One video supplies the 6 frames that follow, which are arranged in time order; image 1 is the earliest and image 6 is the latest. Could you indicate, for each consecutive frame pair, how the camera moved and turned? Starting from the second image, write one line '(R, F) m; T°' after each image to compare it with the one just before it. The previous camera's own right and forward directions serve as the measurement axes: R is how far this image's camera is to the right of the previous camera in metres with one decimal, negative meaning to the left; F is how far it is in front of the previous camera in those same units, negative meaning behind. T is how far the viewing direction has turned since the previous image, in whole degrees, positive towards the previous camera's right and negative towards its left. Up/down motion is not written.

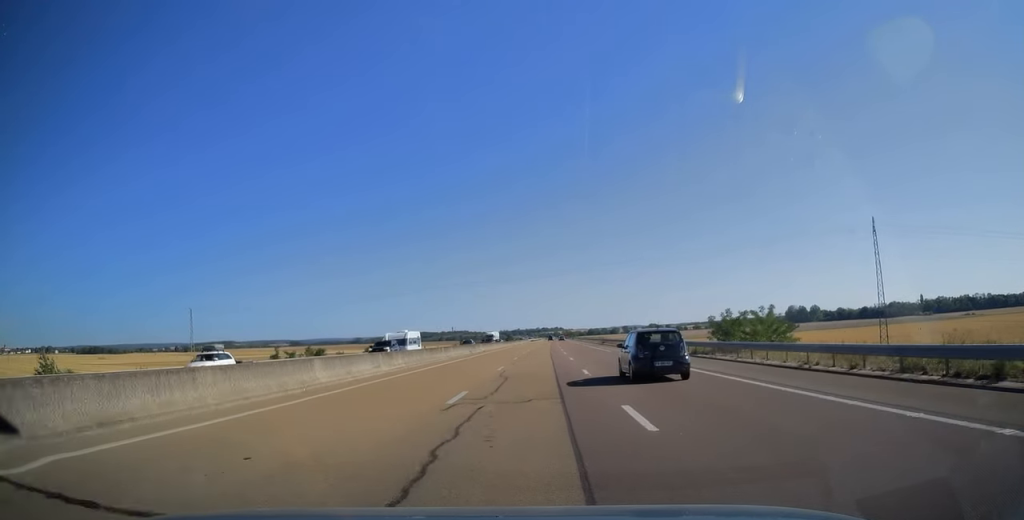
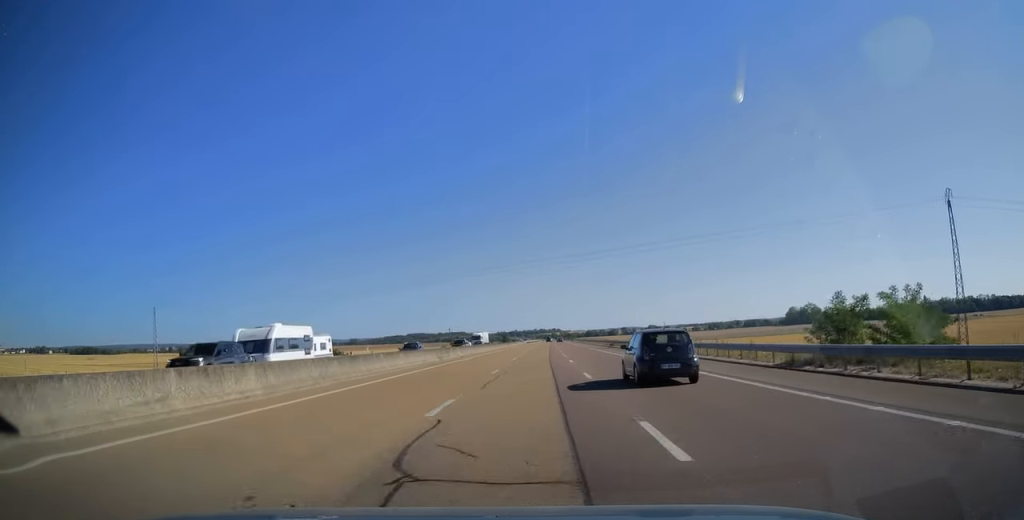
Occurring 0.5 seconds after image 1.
(+0.1, +14.9) m; 0°
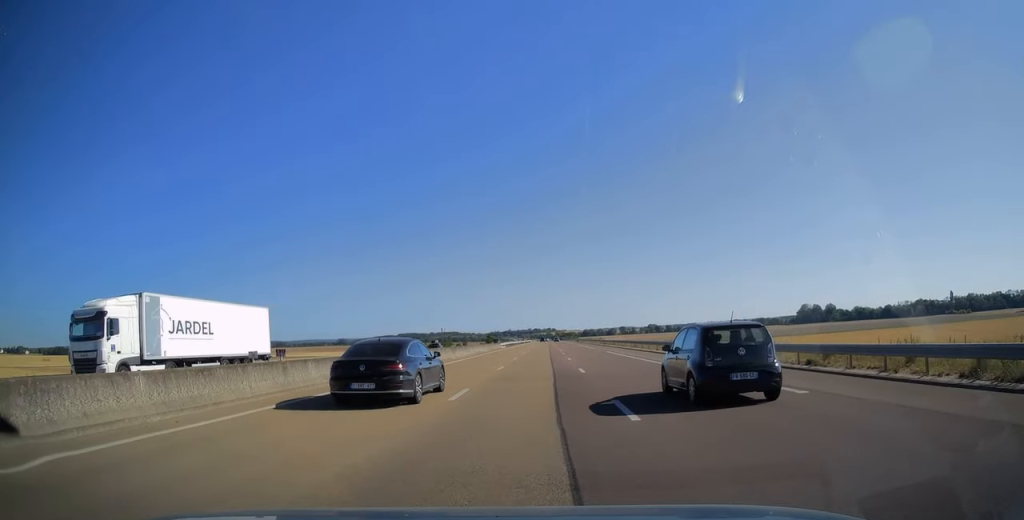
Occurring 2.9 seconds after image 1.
(+0.6, +74.4) m; 0°
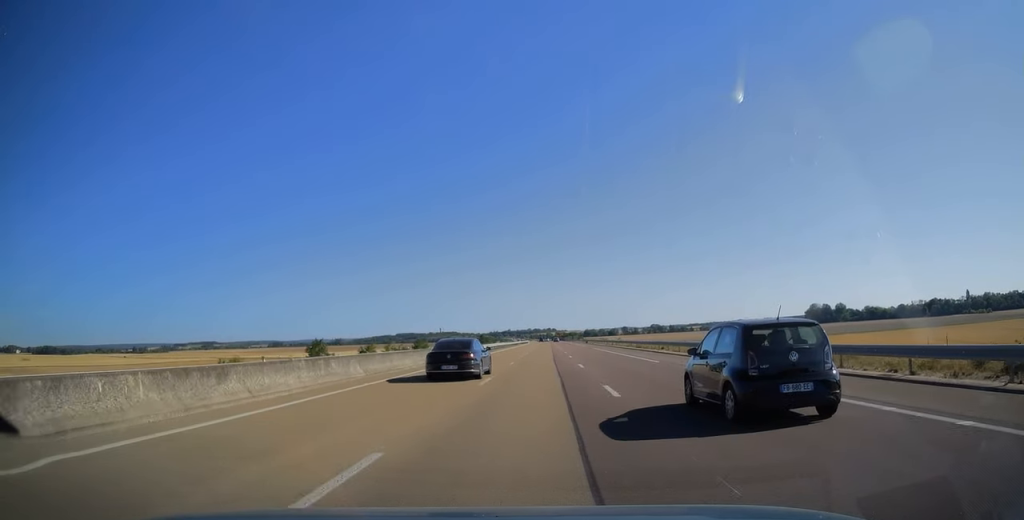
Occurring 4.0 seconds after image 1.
(-0.1, +35.0) m; 0°
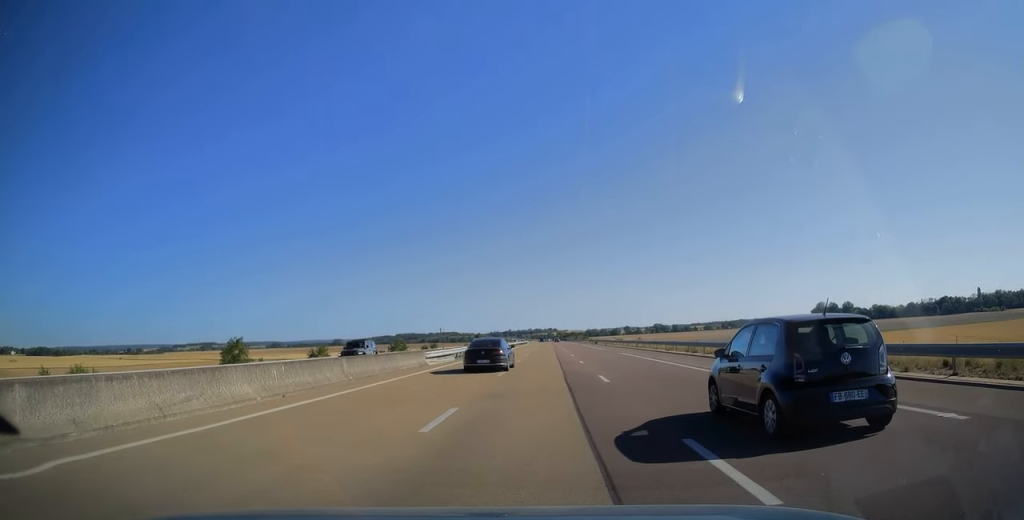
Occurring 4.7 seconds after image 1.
(+0.1, +21.6) m; 0°
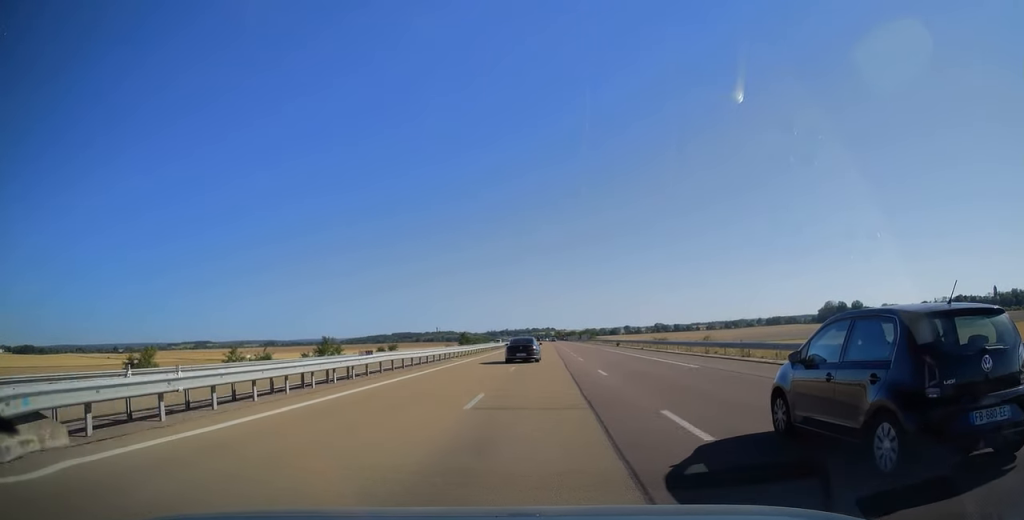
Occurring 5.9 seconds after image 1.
(0.0, +35.9) m; 0°
